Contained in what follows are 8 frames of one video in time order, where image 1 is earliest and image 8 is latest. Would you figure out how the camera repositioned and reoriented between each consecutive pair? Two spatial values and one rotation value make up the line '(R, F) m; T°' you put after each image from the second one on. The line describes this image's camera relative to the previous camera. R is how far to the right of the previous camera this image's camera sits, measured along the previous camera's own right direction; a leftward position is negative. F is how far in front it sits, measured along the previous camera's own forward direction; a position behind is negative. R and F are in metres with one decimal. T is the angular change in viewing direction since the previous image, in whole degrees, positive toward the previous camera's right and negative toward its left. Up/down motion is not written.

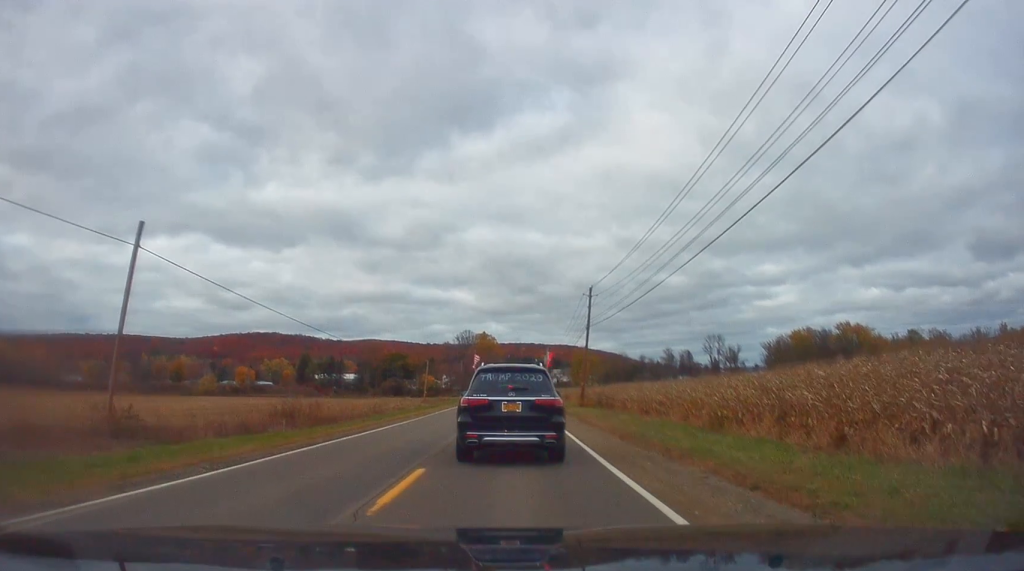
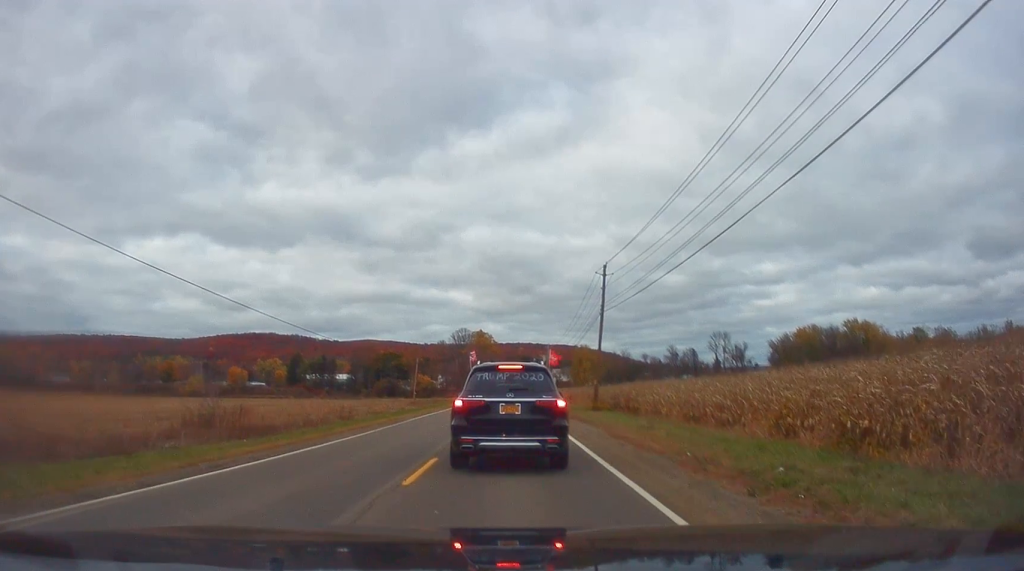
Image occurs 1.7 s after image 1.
(0.0, +7.3) m; 0°
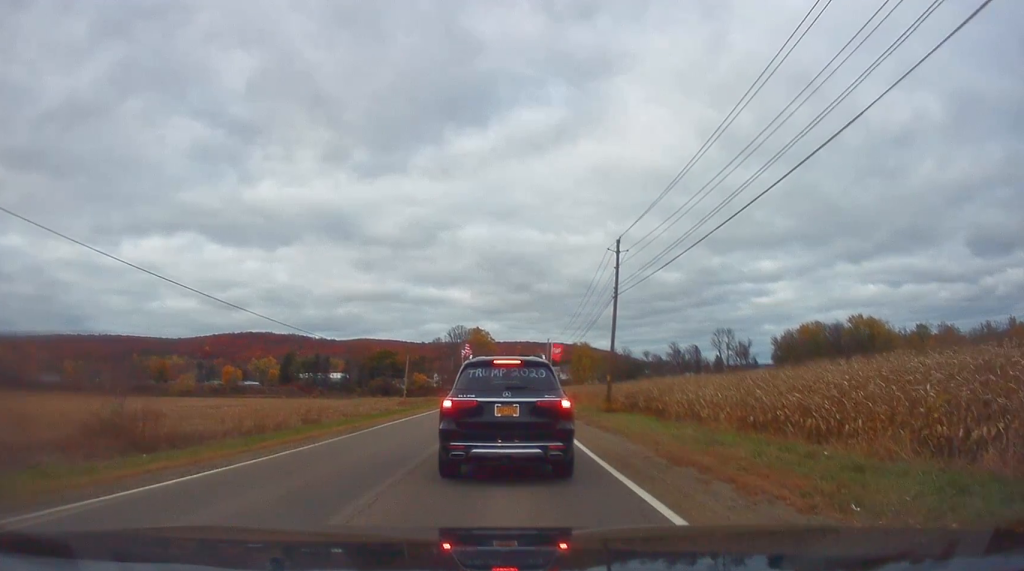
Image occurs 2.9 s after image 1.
(0.0, +6.5) m; 0°
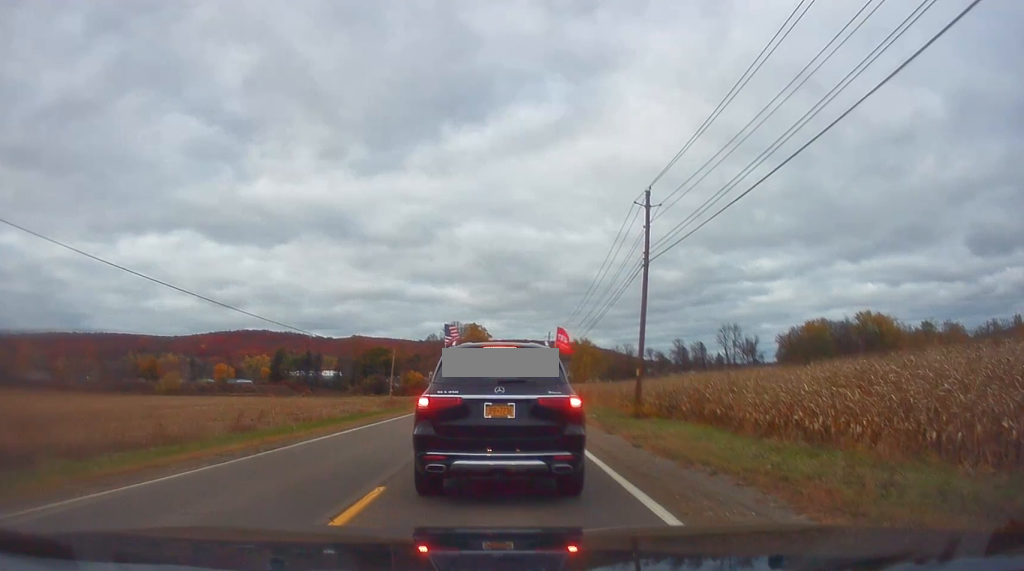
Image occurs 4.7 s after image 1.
(-0.1, +9.8) m; -4°
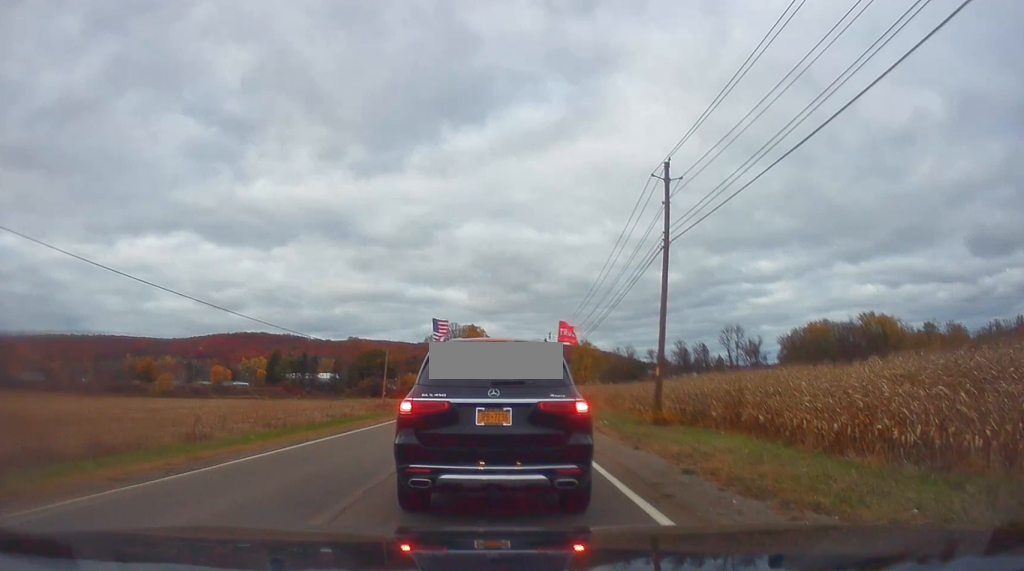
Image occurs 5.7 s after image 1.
(-0.3, +5.0) m; 0°
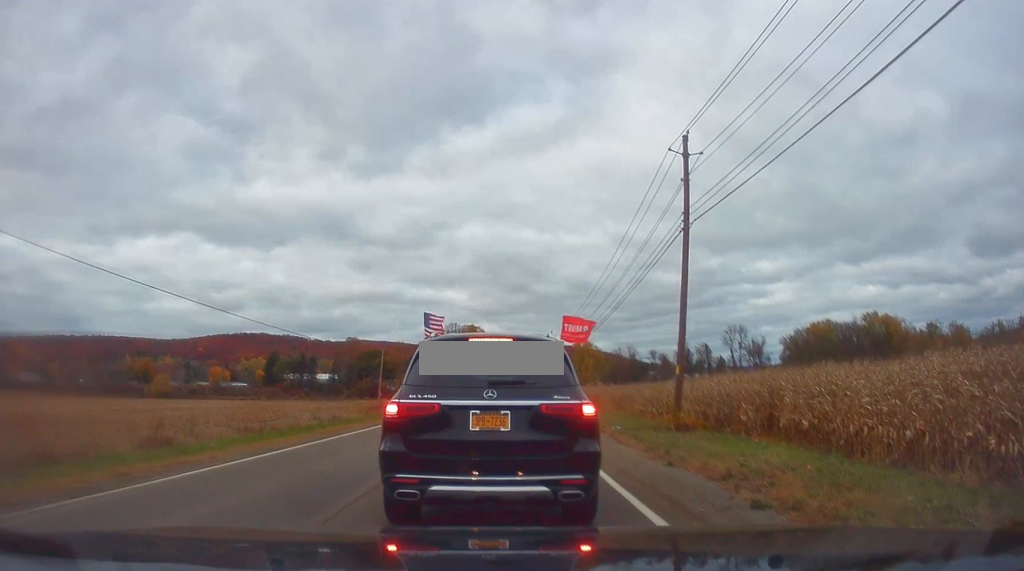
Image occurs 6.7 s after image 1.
(+0.2, +4.1) m; +4°
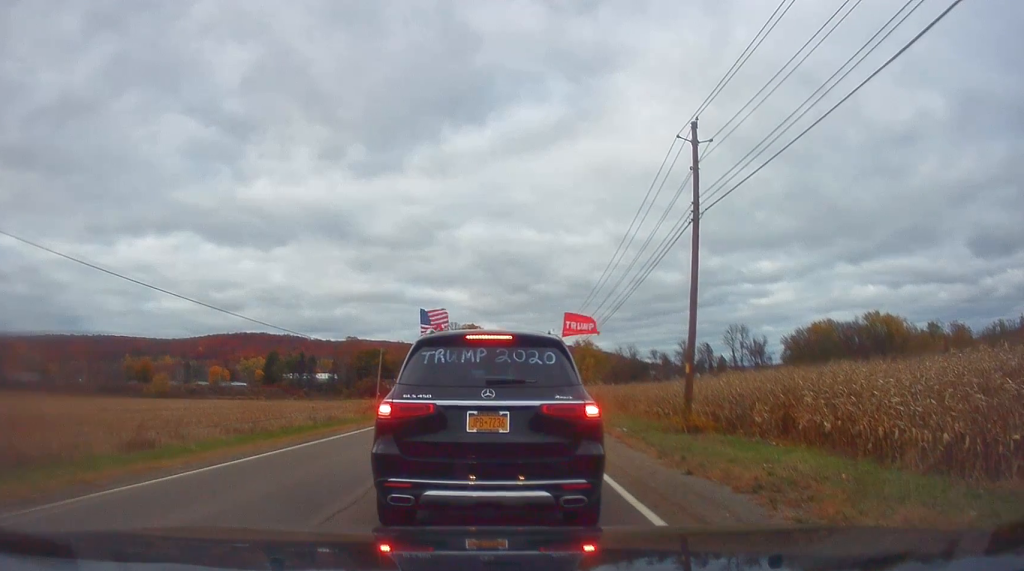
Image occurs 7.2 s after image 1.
(0.0, +2.0) m; 0°
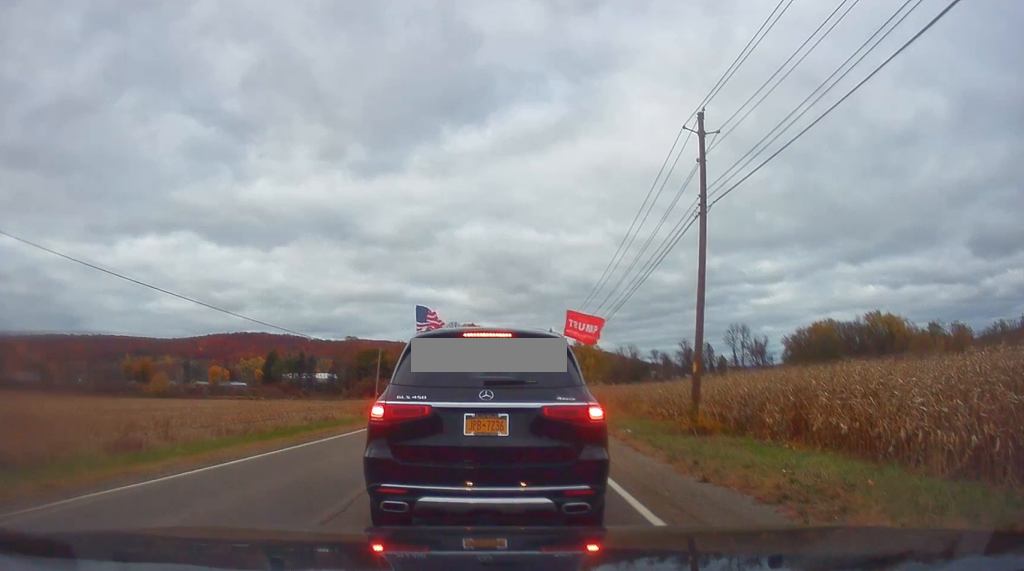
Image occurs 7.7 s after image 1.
(0.0, +1.7) m; 0°
